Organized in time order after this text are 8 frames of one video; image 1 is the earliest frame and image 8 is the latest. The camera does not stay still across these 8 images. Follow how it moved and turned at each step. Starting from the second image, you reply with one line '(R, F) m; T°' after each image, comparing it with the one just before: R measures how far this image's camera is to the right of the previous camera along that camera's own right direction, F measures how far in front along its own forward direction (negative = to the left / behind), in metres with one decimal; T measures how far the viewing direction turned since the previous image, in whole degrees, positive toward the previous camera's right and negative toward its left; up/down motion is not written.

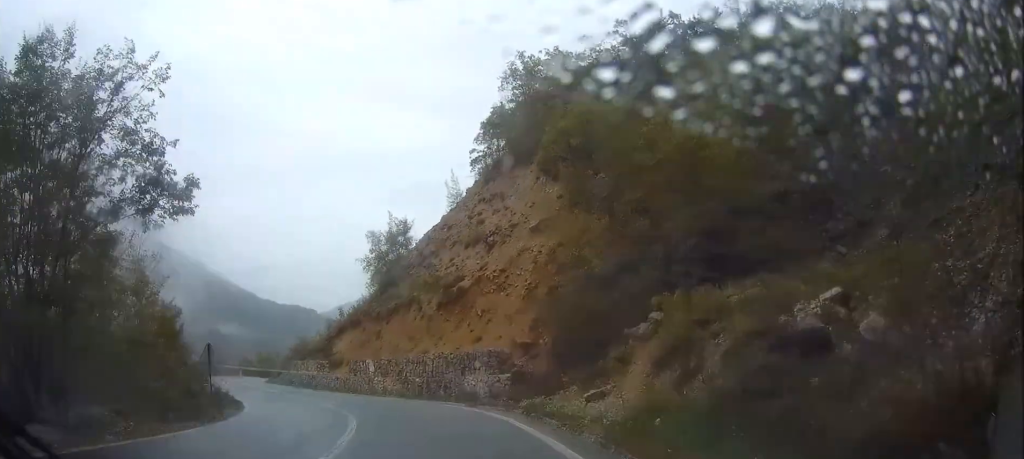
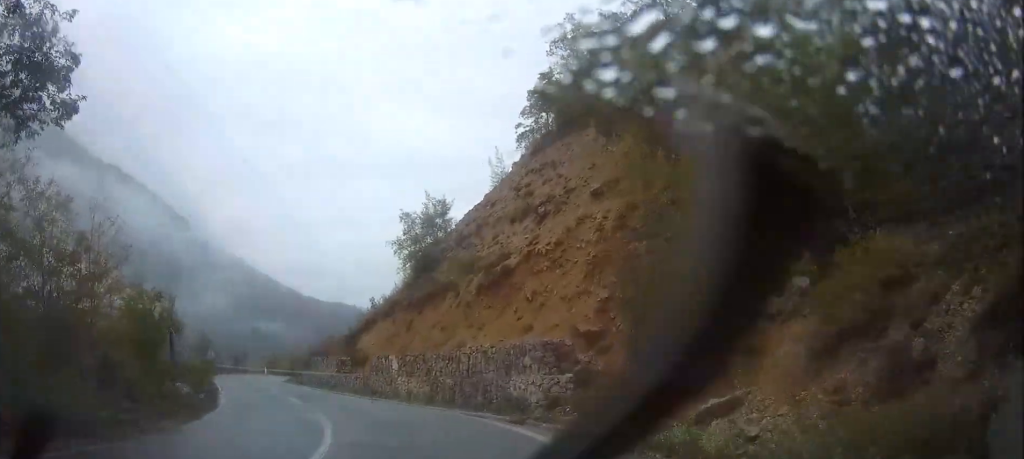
(+0.1, +6.9) m; -4°
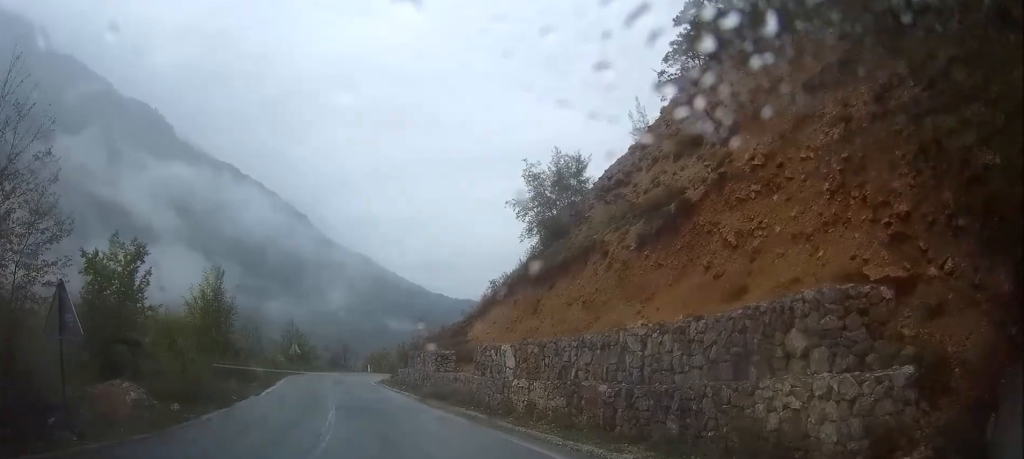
(-1.0, +11.2) m; -11°
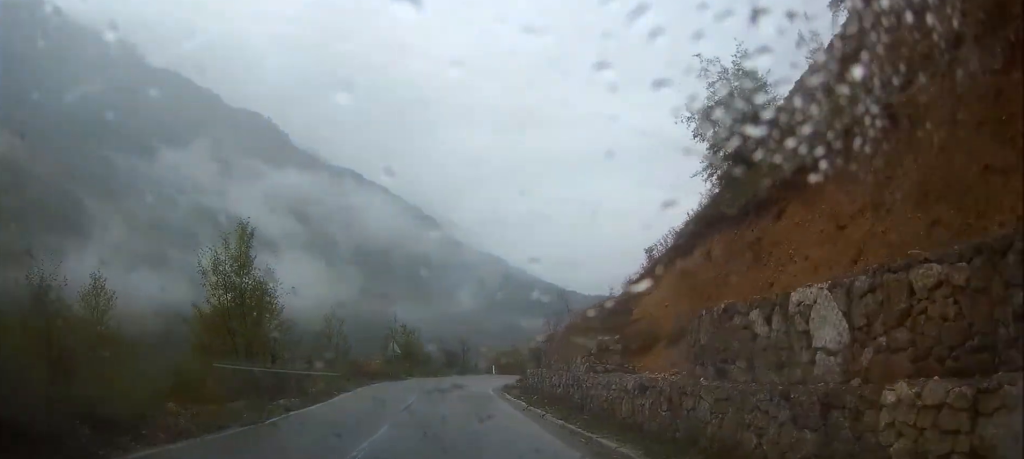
(-1.4, +12.8) m; -7°
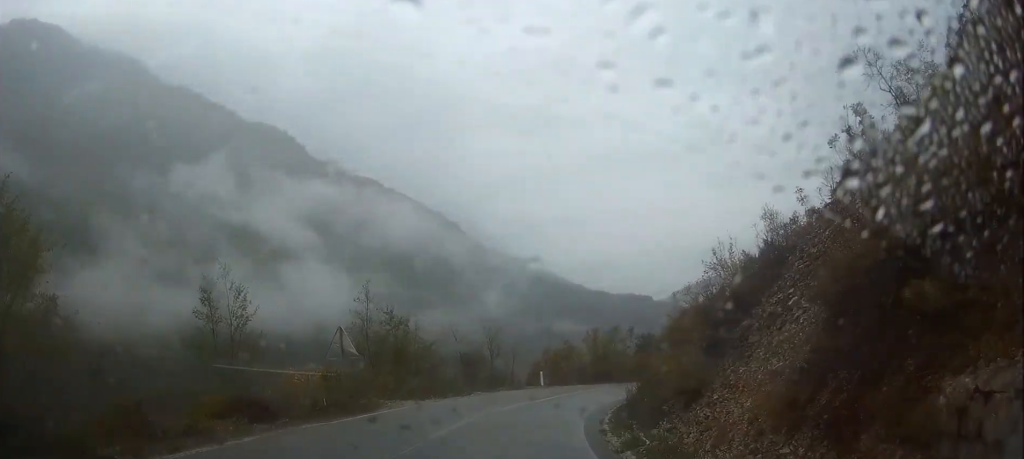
(-0.5, +23.1) m; 0°
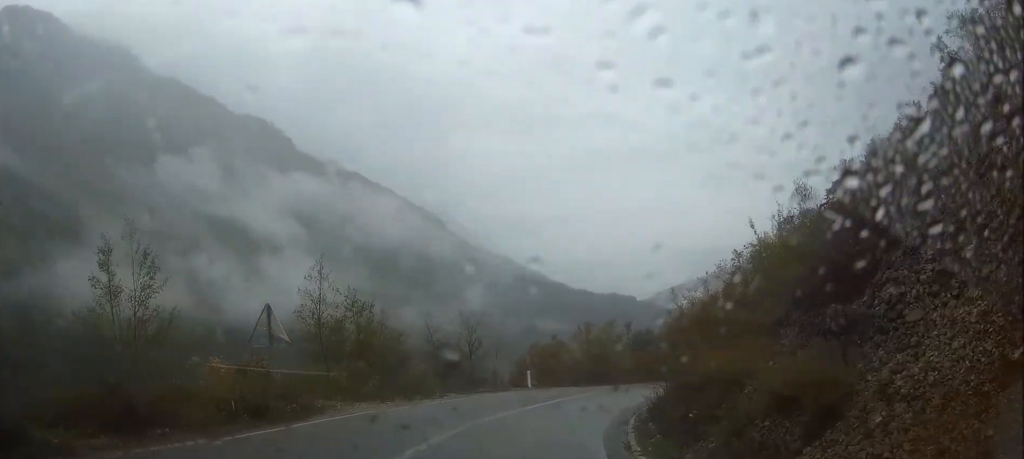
(+0.1, +5.2) m; +3°
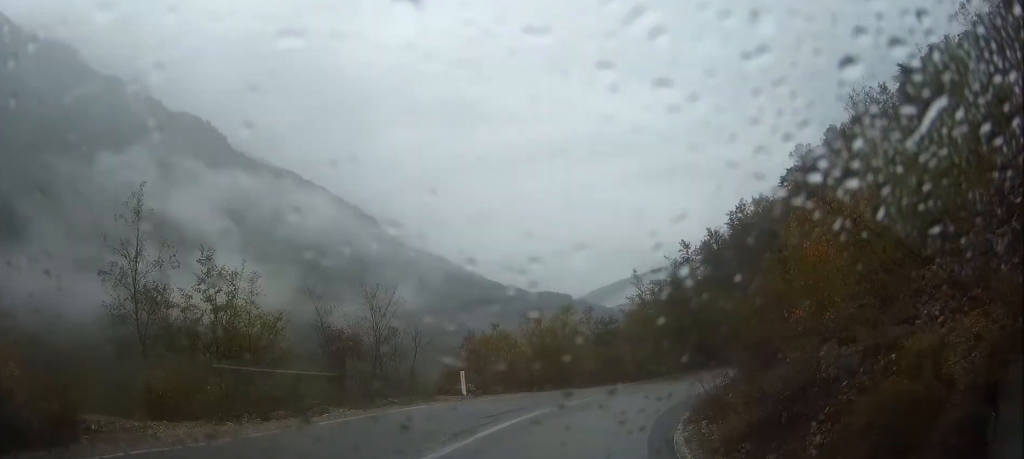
(+0.5, +9.3) m; +9°
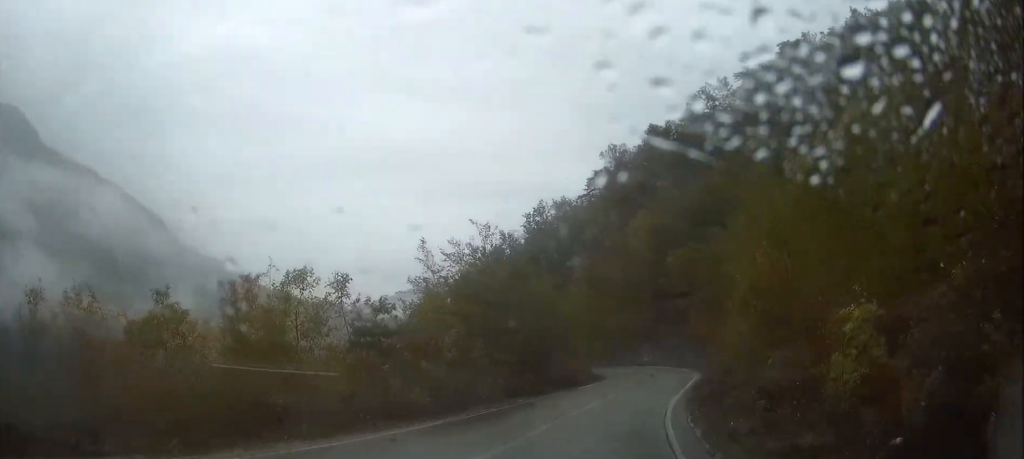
(+3.2, +16.4) m; +22°
